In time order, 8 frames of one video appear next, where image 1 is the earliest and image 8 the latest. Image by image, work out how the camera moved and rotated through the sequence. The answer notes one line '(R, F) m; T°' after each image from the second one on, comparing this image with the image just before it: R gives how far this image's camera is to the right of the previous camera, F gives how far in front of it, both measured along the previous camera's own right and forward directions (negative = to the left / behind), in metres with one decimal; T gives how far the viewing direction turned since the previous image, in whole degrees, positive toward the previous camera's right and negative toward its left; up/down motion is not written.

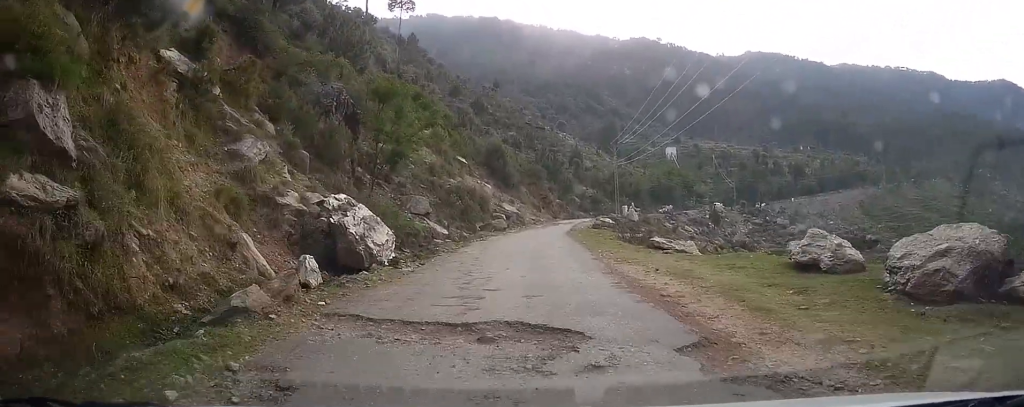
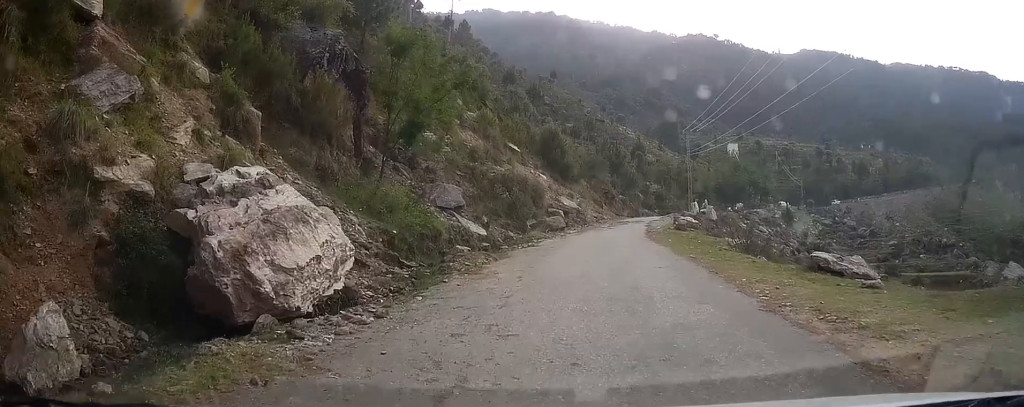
(-0.3, +9.4) m; -2°
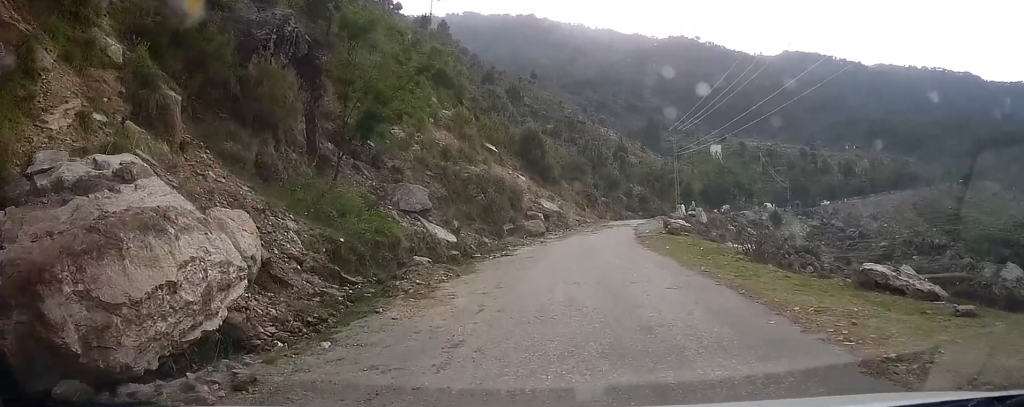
(0.0, +2.9) m; 0°
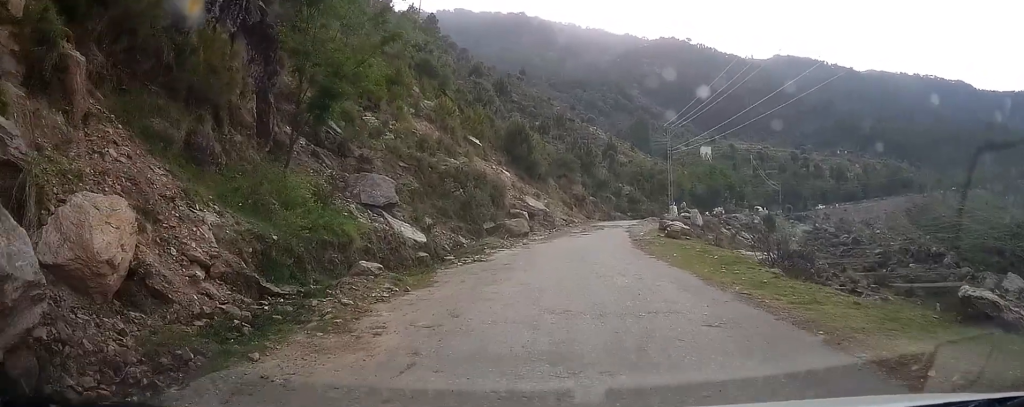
(+0.2, +3.2) m; 0°
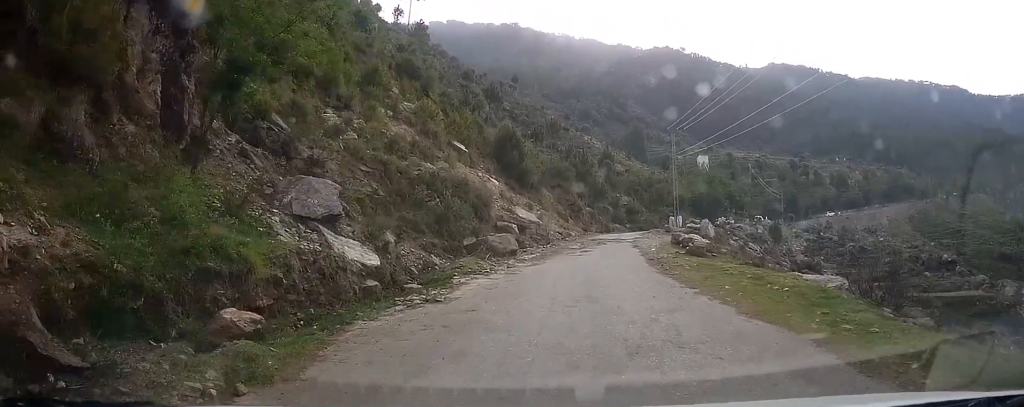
(-0.2, +5.6) m; 0°
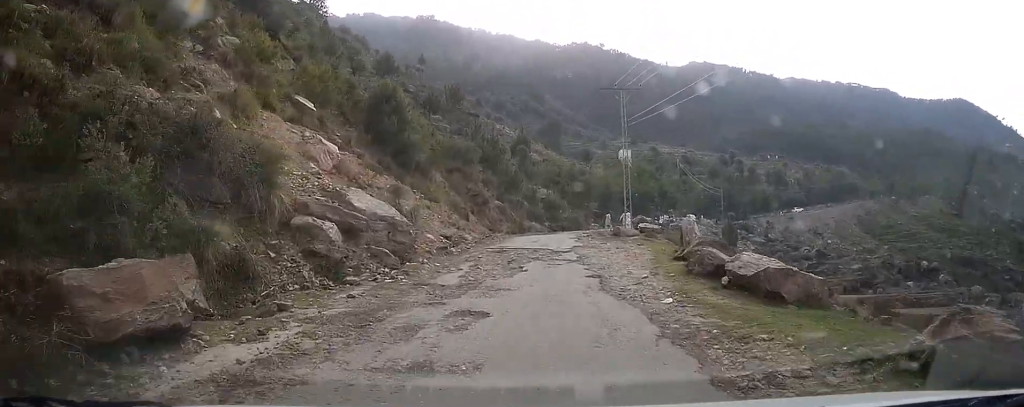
(+1.1, +13.4) m; +7°
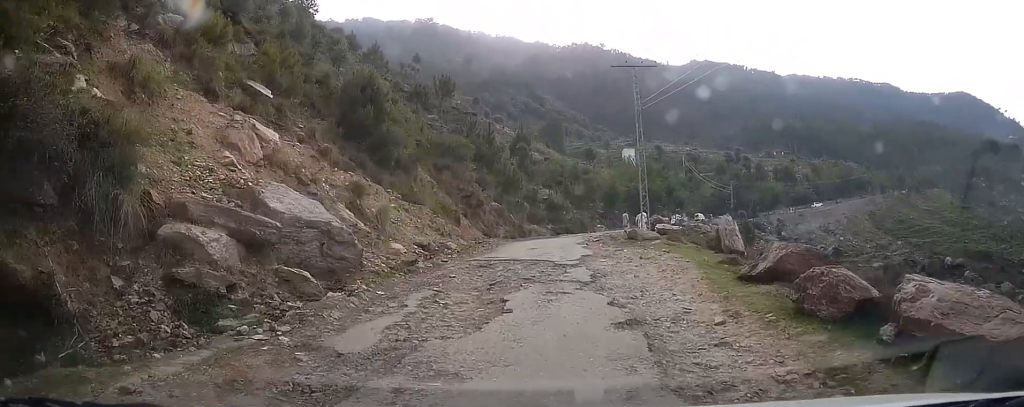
(0.0, +4.0) m; 0°
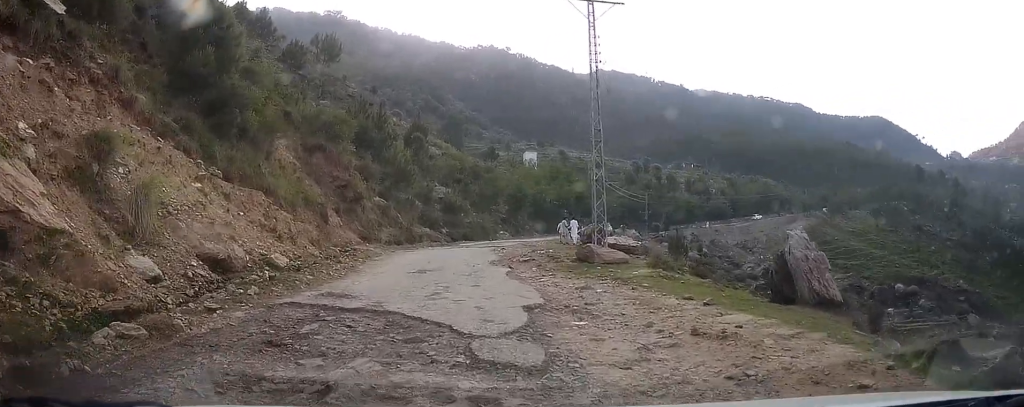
(-0.5, +14.0) m; +1°
